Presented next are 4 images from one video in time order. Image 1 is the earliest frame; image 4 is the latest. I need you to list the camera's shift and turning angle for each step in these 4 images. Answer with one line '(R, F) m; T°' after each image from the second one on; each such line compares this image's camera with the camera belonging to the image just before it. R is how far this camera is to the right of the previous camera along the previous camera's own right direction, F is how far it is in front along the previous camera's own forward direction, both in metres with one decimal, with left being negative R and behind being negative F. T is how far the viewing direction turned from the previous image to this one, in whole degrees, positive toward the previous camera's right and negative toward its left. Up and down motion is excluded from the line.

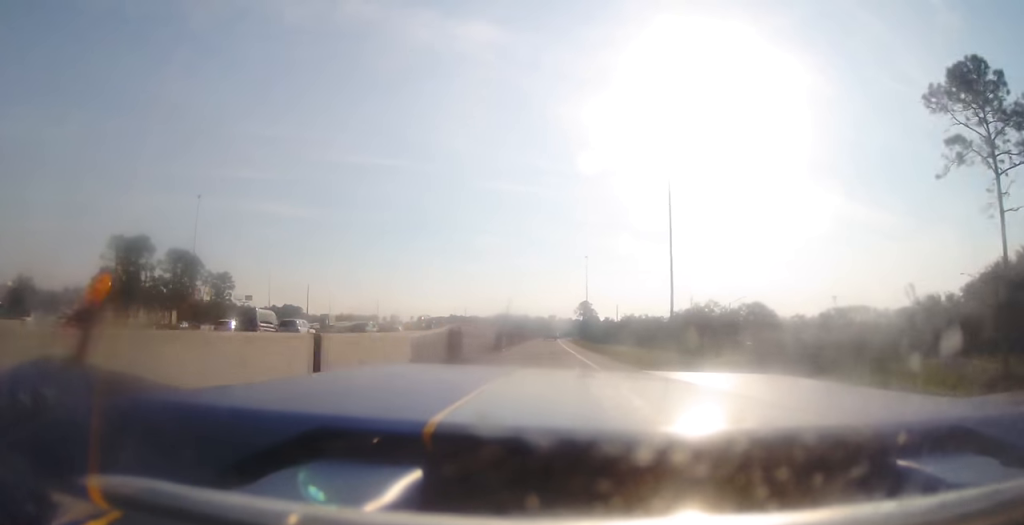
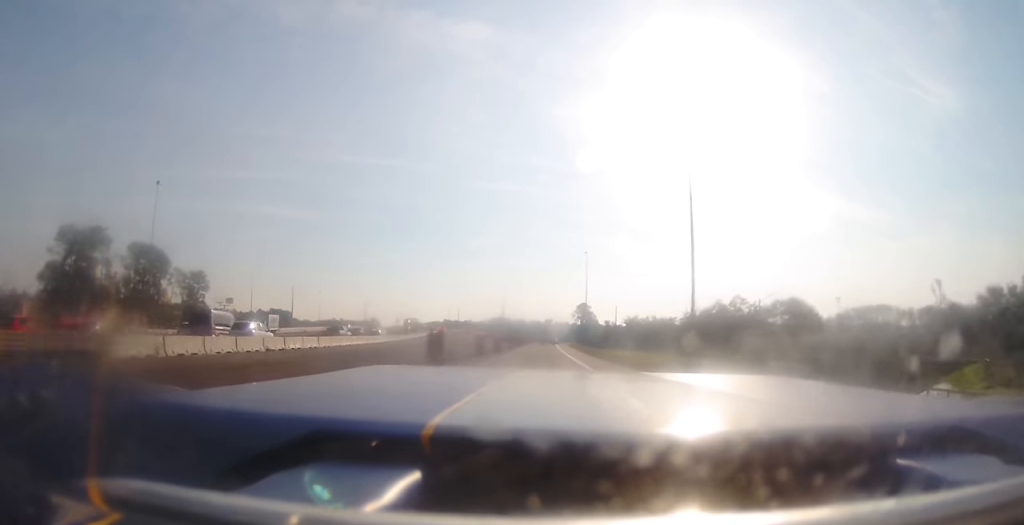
(-0.1, +18.2) m; 0°
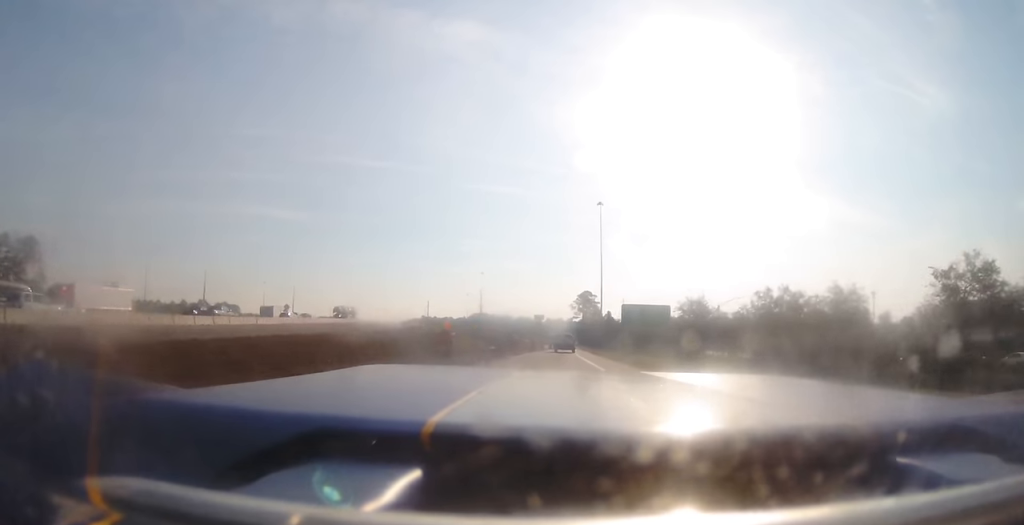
(+0.9, +93.5) m; +1°
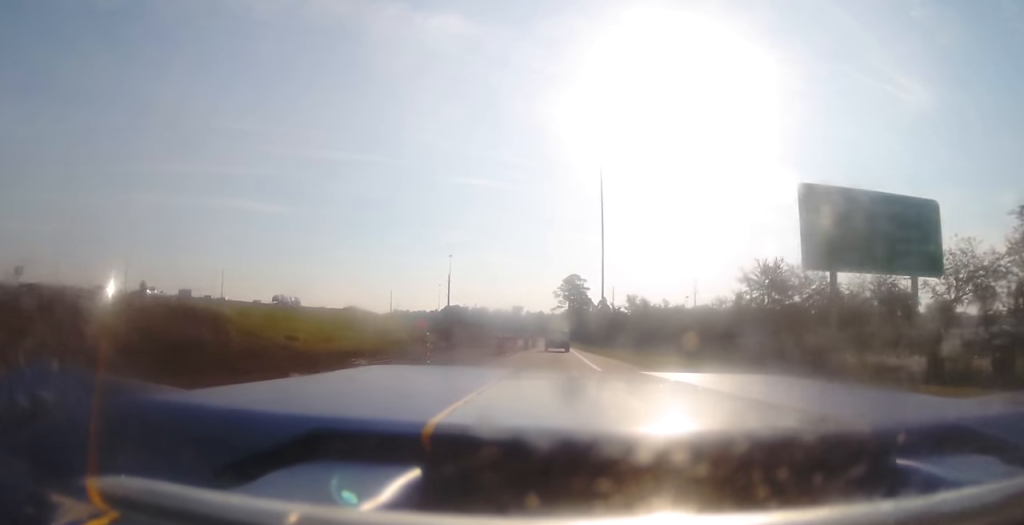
(+0.8, +46.5) m; +2°
